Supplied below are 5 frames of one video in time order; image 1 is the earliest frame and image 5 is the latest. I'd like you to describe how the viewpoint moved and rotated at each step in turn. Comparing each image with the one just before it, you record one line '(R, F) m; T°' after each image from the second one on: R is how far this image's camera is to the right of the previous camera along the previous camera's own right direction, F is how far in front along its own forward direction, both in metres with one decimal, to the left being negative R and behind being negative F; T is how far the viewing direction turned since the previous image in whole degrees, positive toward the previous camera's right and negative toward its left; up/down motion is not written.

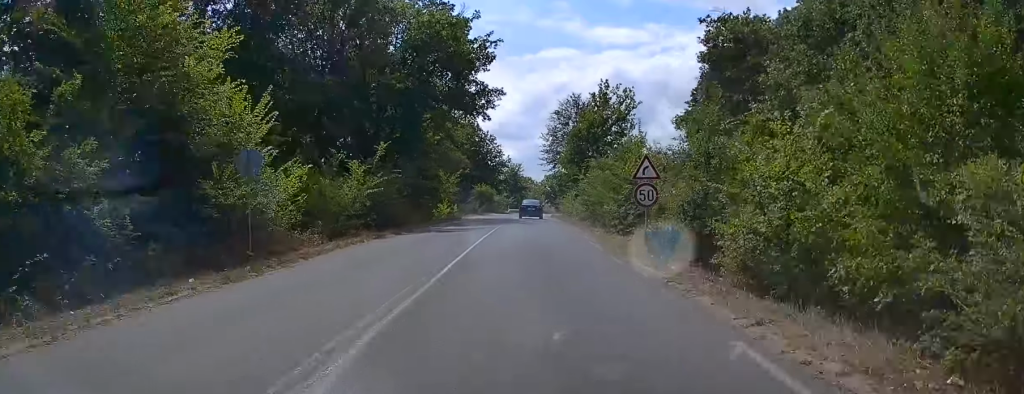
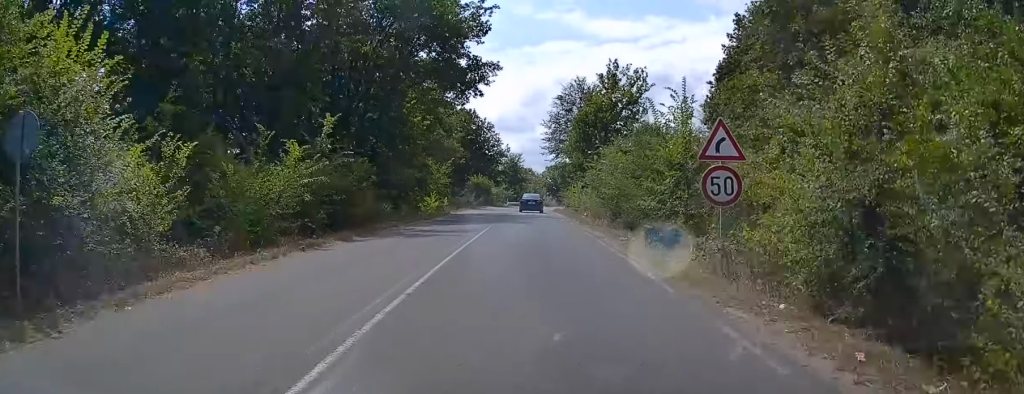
(0.0, +7.4) m; +1°
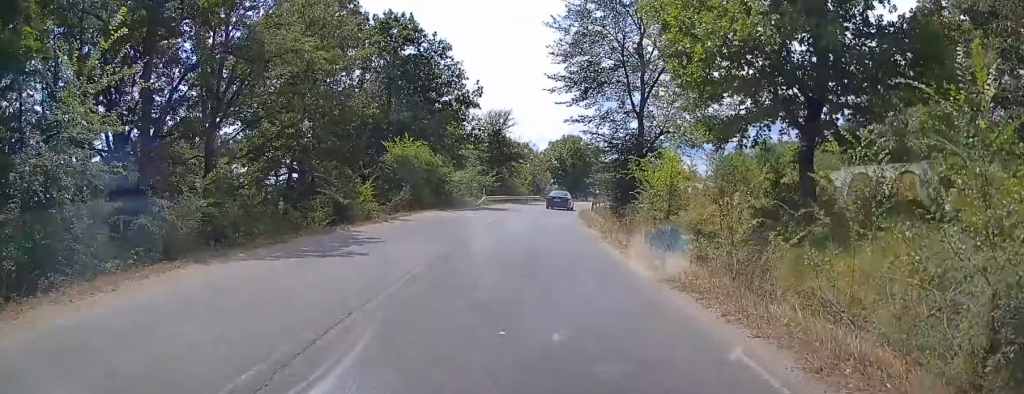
(+4.6, +49.9) m; +8°
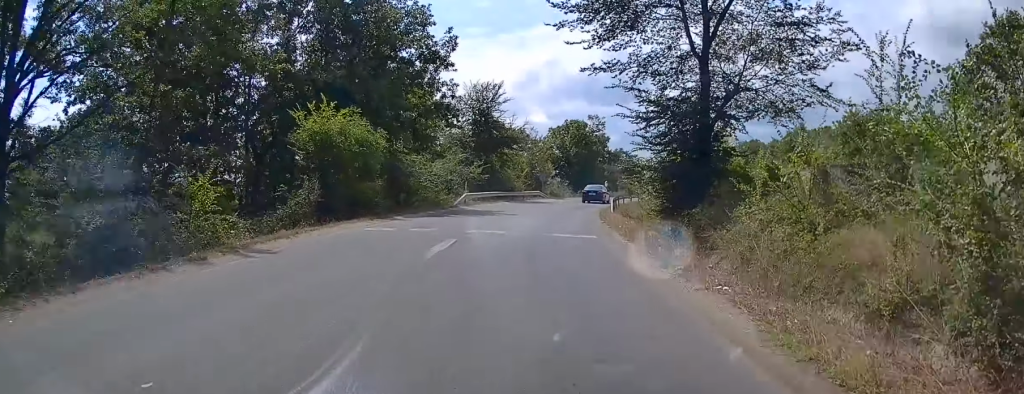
(0.0, +14.9) m; 0°
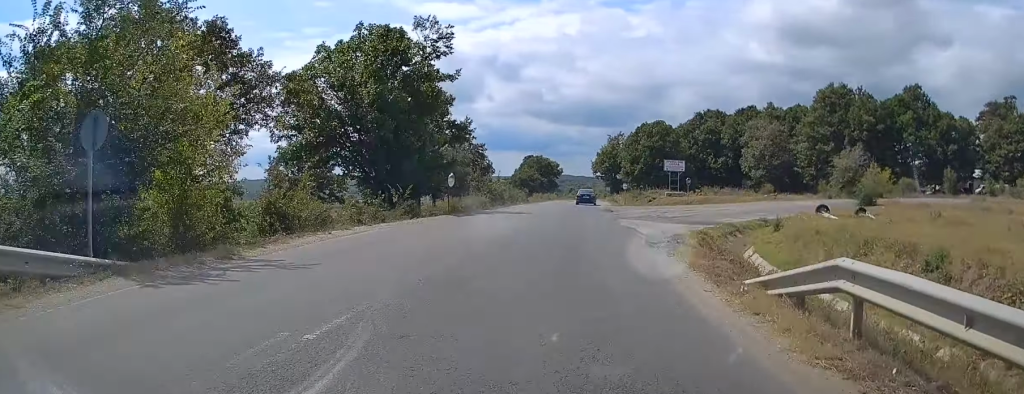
(0.0, +55.0) m; 0°
